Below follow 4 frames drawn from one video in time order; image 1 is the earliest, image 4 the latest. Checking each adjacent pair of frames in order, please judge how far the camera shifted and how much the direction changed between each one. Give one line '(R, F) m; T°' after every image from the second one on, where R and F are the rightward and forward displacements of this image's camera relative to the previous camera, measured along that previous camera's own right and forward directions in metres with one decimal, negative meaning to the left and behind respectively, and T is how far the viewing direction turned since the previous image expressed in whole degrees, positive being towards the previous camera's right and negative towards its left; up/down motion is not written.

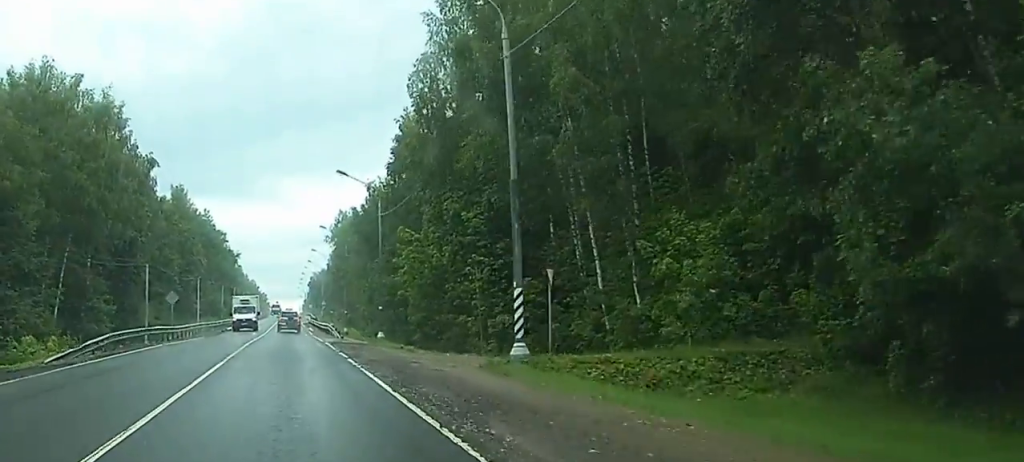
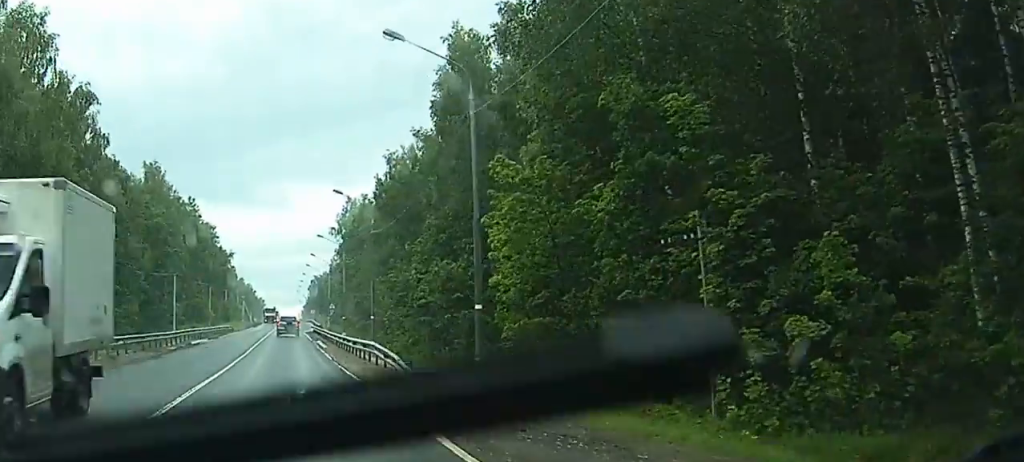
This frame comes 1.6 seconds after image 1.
(-0.4, +29.3) m; -1°
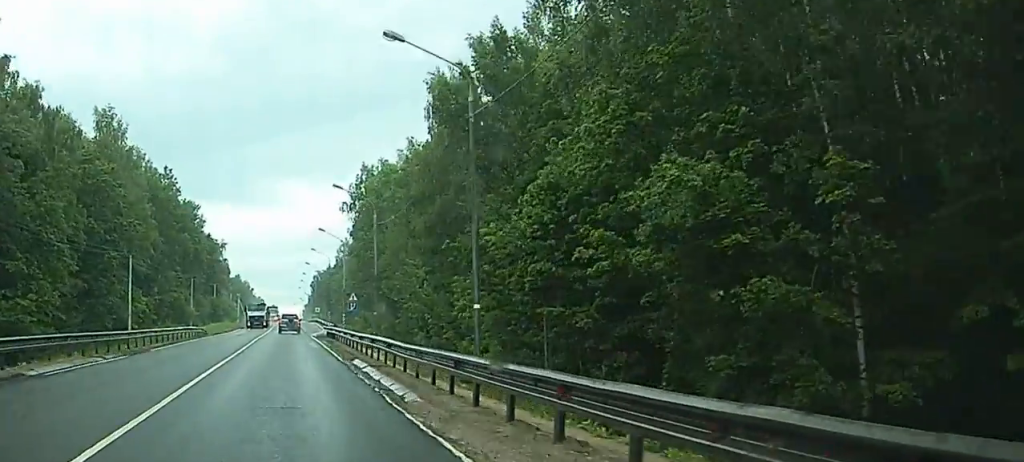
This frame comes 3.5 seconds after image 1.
(-0.4, +33.0) m; -1°
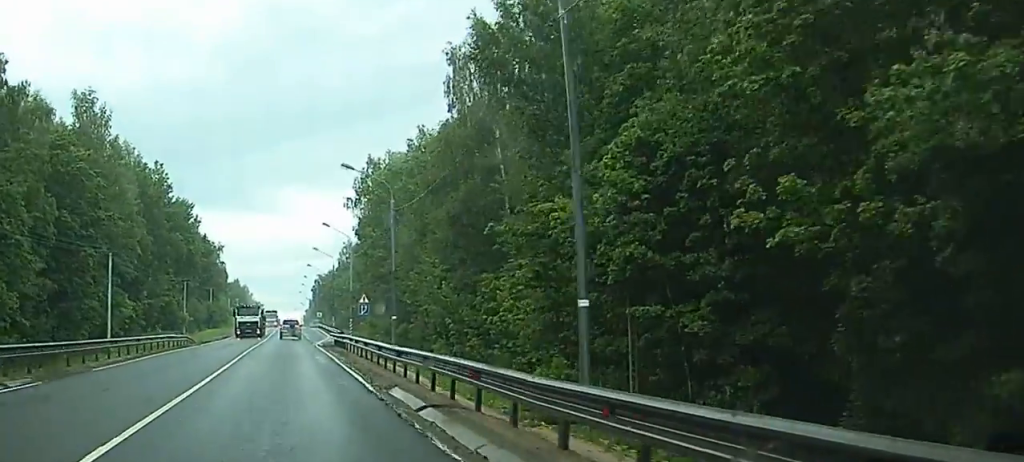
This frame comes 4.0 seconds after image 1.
(-0.1, +9.5) m; +1°
